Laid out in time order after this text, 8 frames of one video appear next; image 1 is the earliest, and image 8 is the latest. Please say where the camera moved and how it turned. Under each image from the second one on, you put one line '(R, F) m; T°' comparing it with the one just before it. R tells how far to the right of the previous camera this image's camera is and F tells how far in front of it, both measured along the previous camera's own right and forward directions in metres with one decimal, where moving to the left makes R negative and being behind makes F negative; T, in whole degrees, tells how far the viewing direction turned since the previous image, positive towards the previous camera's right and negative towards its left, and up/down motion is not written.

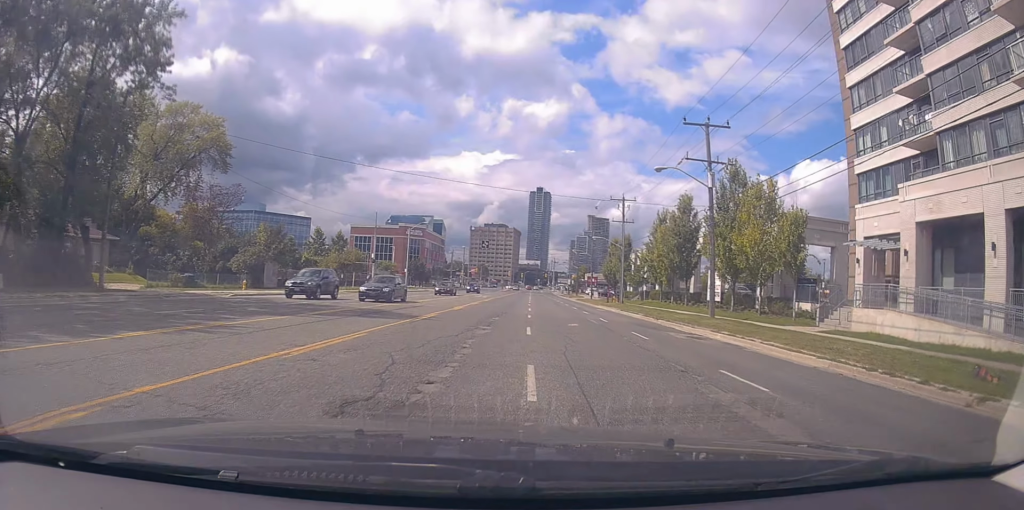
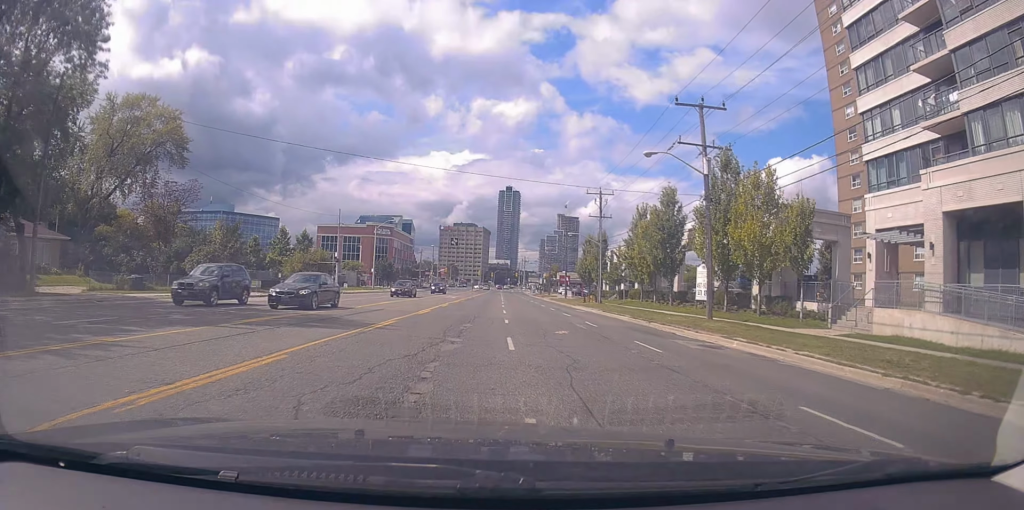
(+0.3, +3.5) m; +4°
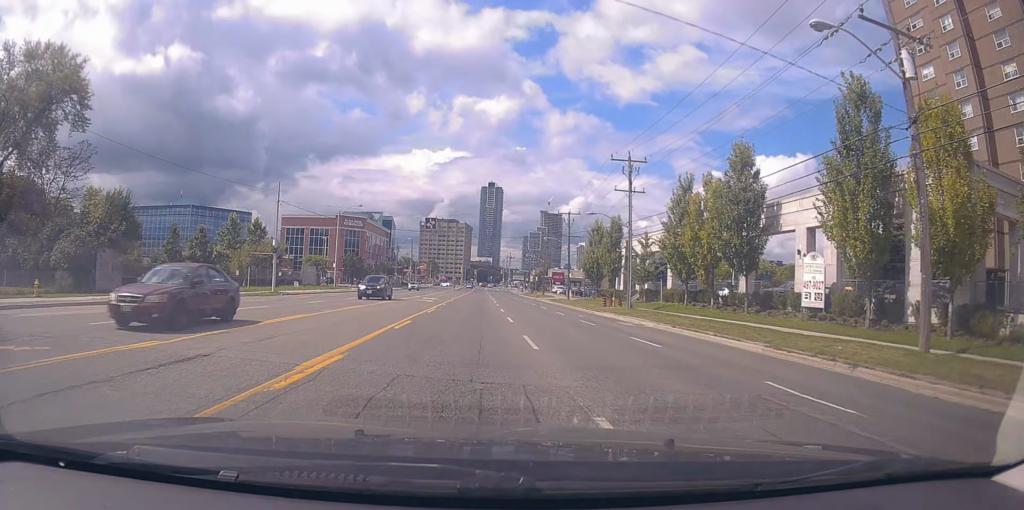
(+1.4, +15.6) m; +7°
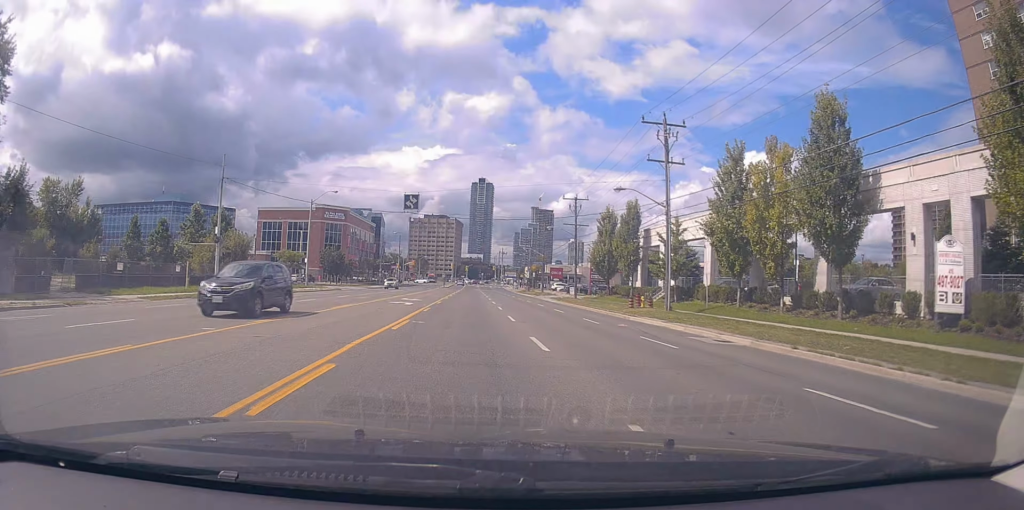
(+0.2, +9.8) m; 0°
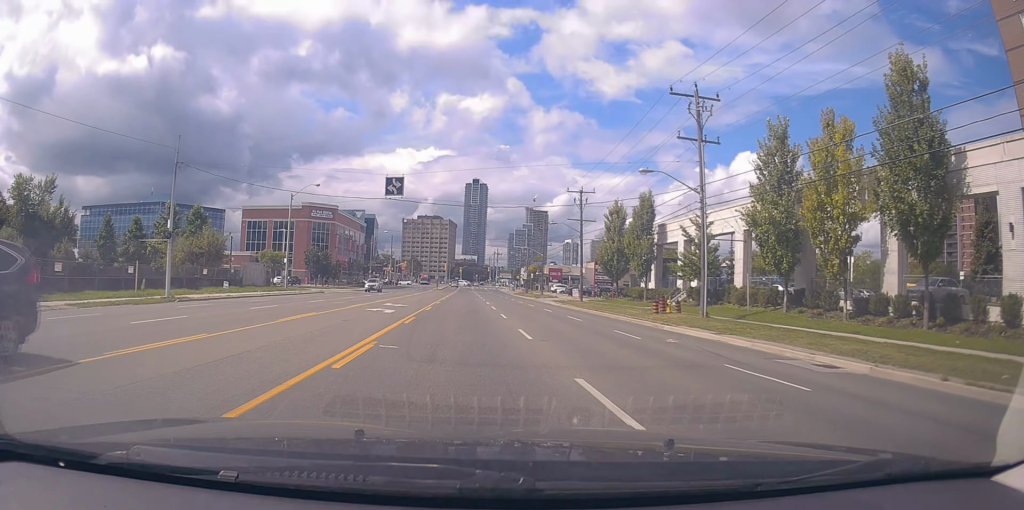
(0.0, +5.8) m; -1°
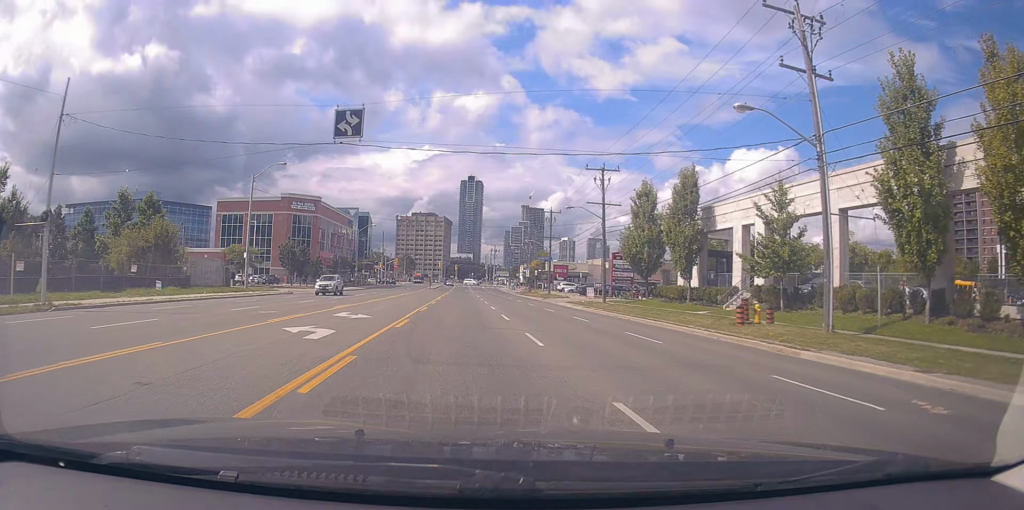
(-0.2, +10.4) m; -2°
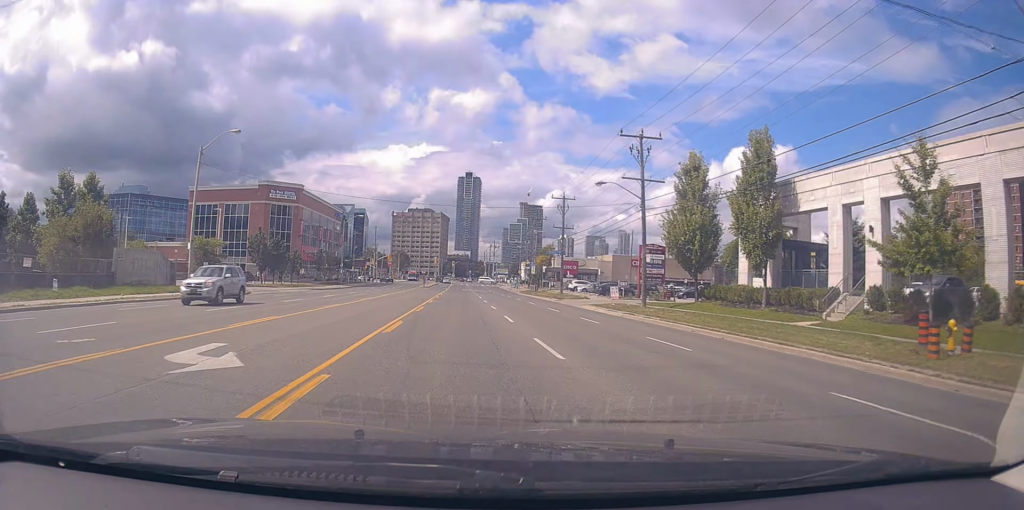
(-0.2, +10.6) m; +1°
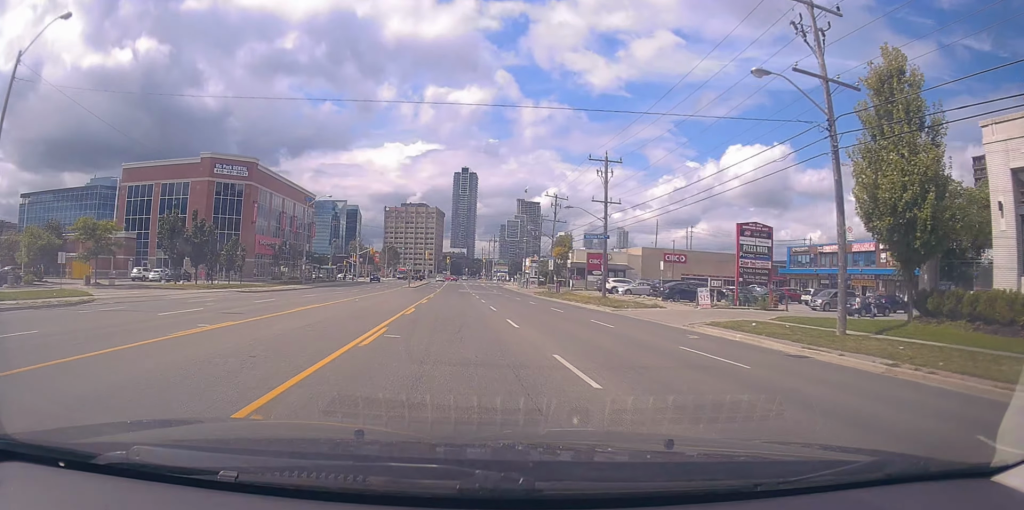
(+0.6, +20.7) m; +3°
